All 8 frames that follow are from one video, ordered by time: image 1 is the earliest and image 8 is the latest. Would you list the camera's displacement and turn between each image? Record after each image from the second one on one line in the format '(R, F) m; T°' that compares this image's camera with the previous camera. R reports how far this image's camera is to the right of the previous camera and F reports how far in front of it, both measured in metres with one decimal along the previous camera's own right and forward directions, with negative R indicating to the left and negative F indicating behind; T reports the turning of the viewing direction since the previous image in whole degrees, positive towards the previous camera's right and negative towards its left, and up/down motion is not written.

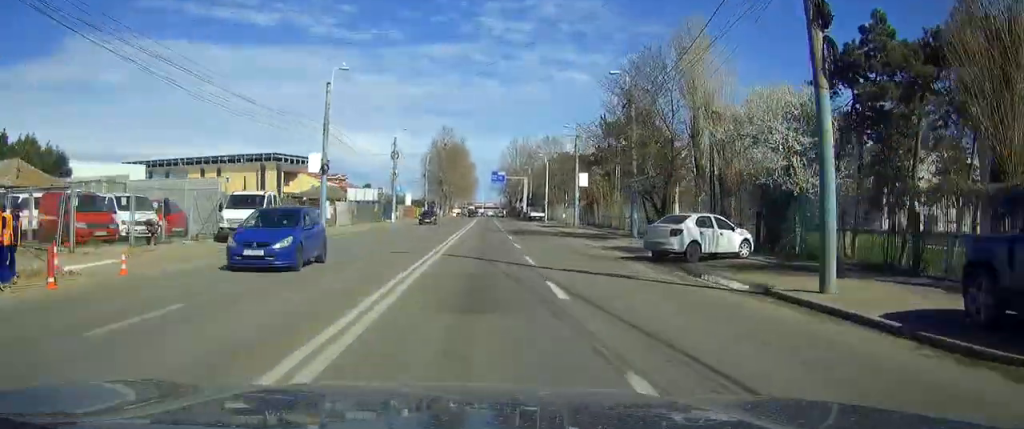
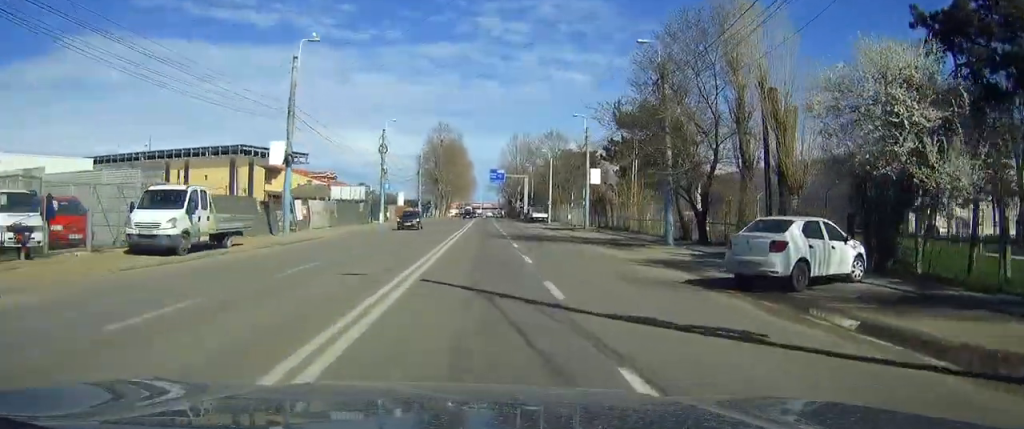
(0.0, +8.1) m; 0°
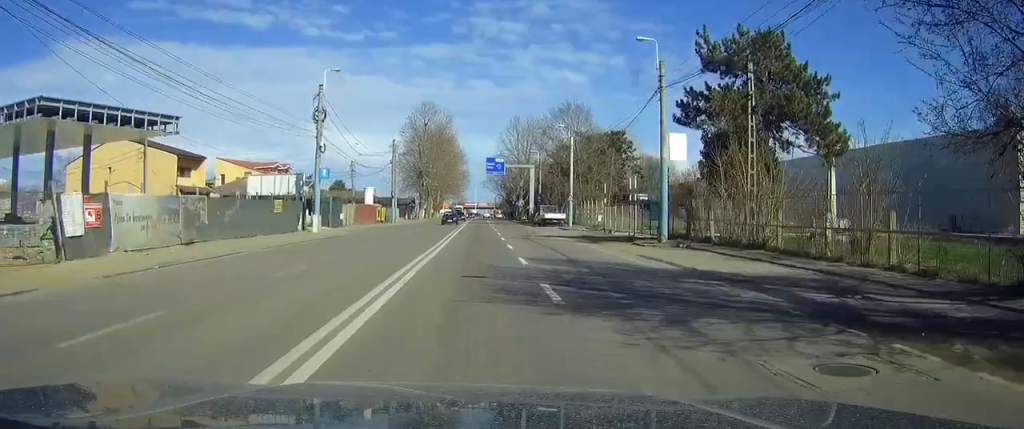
(0.0, +26.9) m; 0°
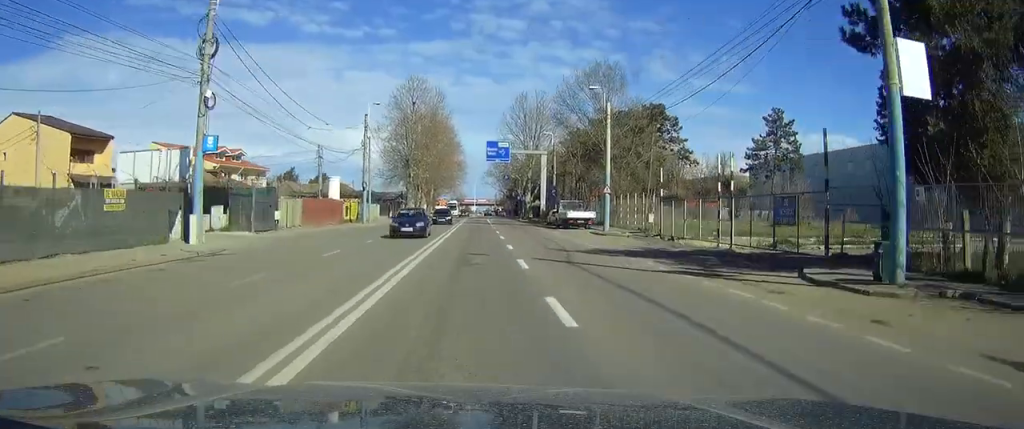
(+0.1, +19.8) m; 0°
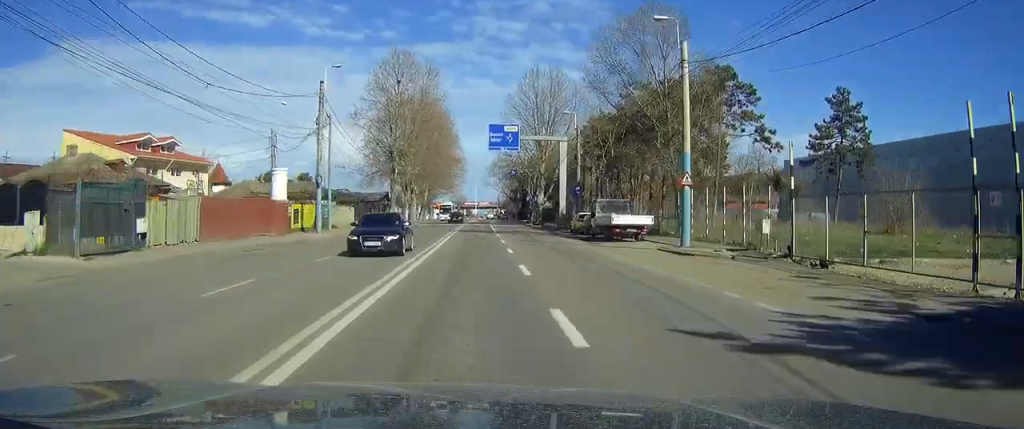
(0.0, +18.4) m; 0°
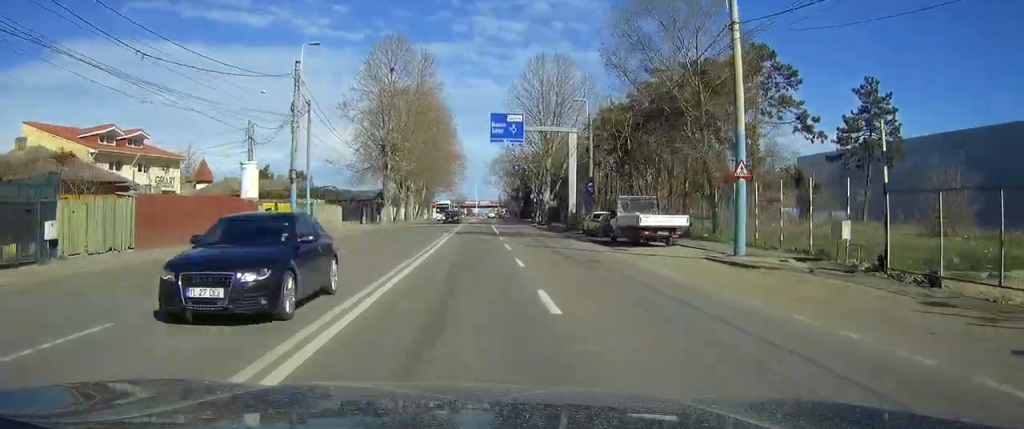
(+0.1, +6.3) m; 0°
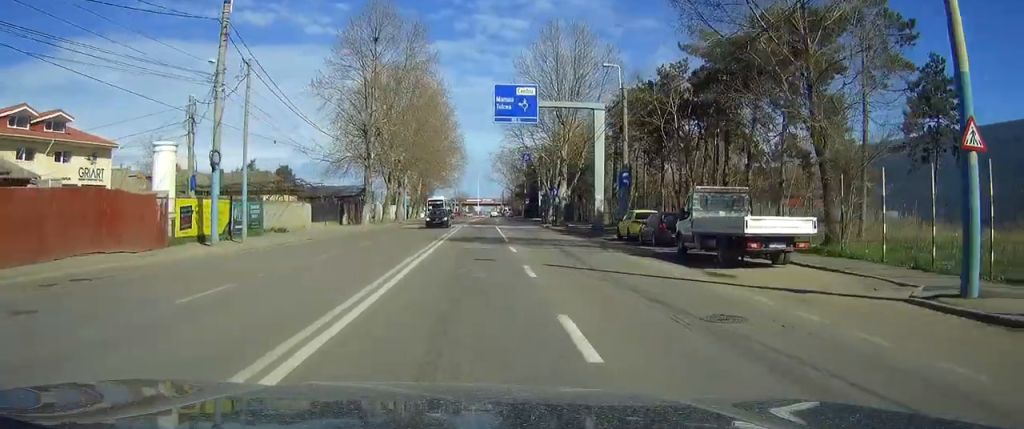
(-0.1, +12.1) m; 0°
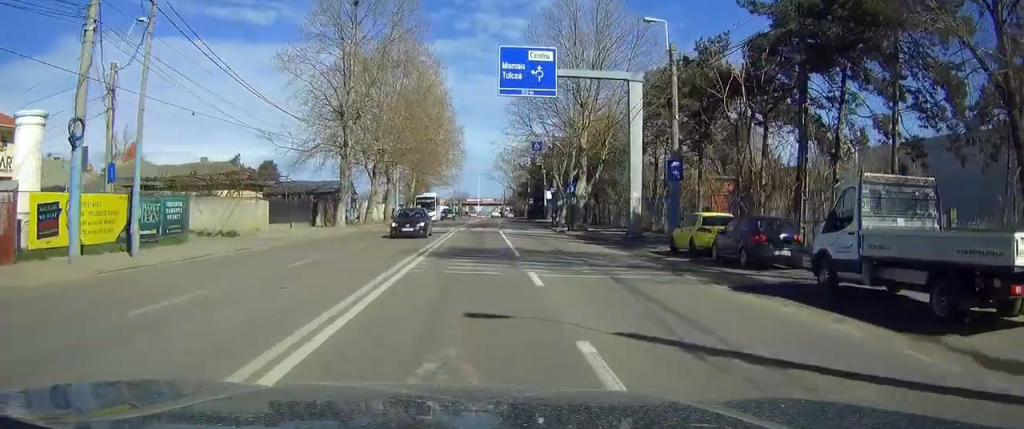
(0.0, +10.5) m; 0°
